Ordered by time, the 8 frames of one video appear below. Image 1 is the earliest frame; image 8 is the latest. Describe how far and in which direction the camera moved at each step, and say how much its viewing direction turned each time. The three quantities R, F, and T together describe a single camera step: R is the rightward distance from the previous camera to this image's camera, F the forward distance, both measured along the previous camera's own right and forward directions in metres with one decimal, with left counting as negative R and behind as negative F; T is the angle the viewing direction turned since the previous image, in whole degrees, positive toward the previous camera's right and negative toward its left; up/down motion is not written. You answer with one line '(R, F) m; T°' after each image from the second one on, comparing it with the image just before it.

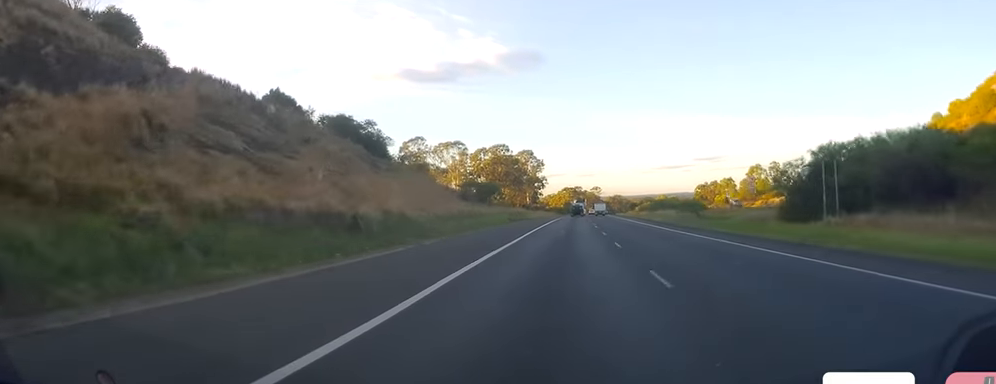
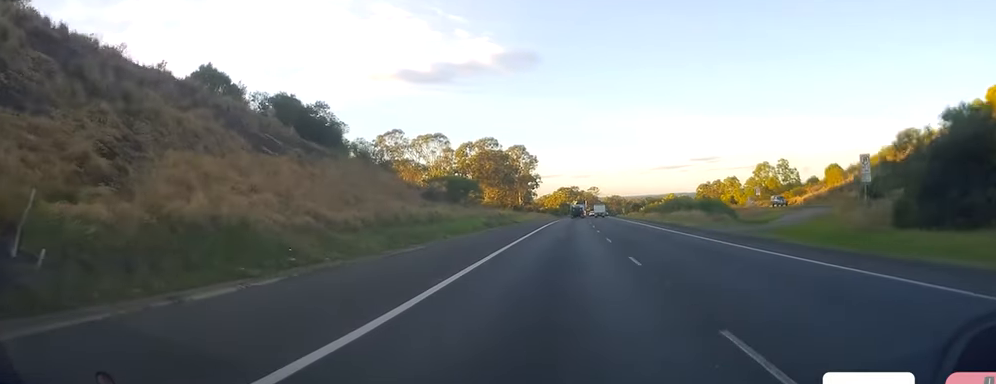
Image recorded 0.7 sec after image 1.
(+0.1, +19.0) m; 0°
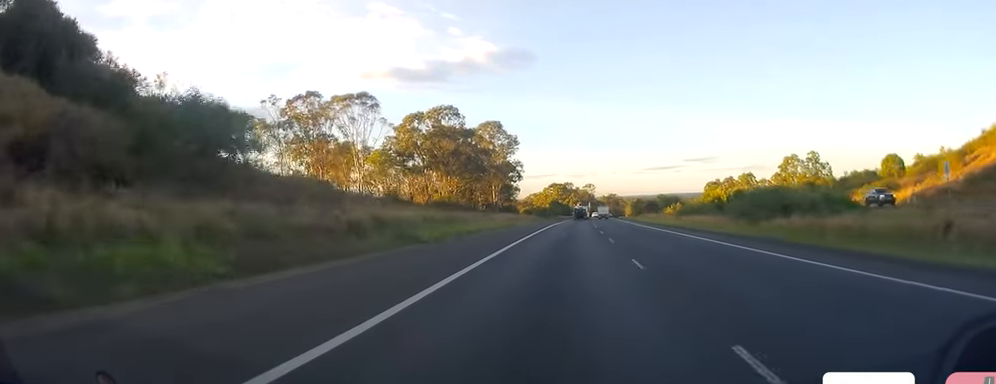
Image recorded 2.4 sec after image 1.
(-0.6, +48.3) m; 0°
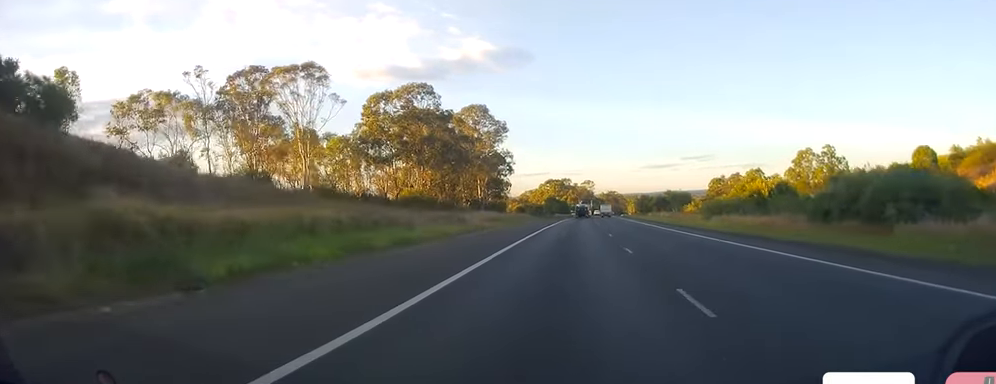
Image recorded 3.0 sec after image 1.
(+0.2, +18.9) m; +1°
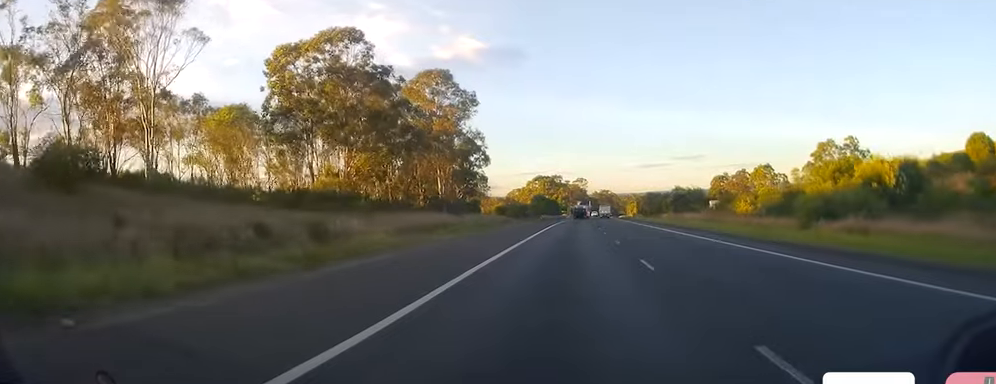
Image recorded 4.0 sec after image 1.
(+0.2, +28.5) m; 0°
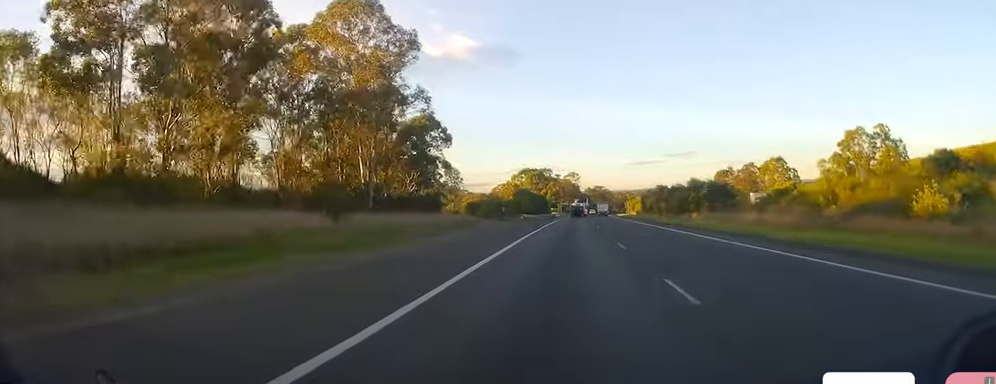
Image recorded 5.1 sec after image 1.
(0.0, +29.5) m; 0°
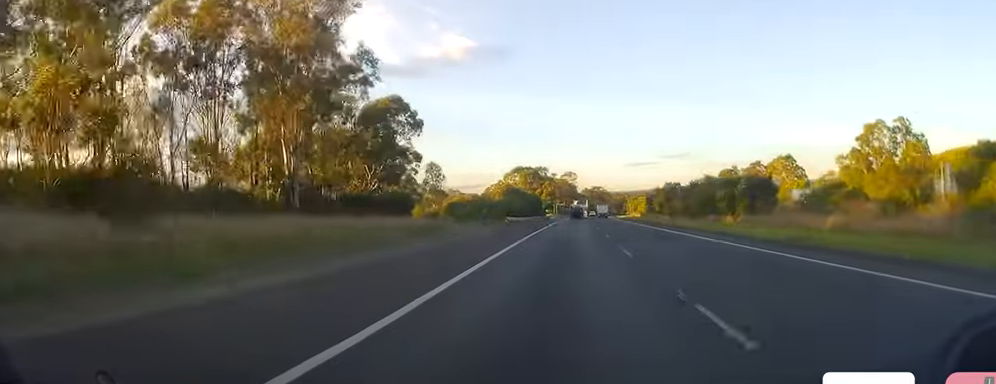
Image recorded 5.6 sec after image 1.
(+0.1, +15.3) m; 0°
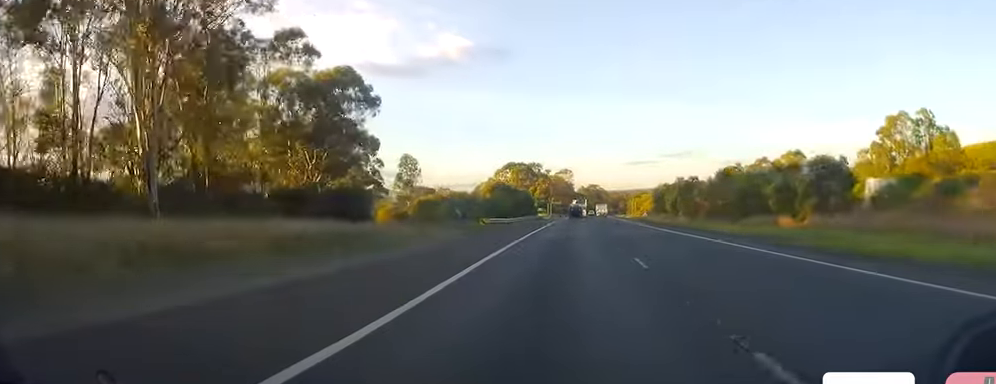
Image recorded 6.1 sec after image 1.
(0.0, +15.3) m; 0°
